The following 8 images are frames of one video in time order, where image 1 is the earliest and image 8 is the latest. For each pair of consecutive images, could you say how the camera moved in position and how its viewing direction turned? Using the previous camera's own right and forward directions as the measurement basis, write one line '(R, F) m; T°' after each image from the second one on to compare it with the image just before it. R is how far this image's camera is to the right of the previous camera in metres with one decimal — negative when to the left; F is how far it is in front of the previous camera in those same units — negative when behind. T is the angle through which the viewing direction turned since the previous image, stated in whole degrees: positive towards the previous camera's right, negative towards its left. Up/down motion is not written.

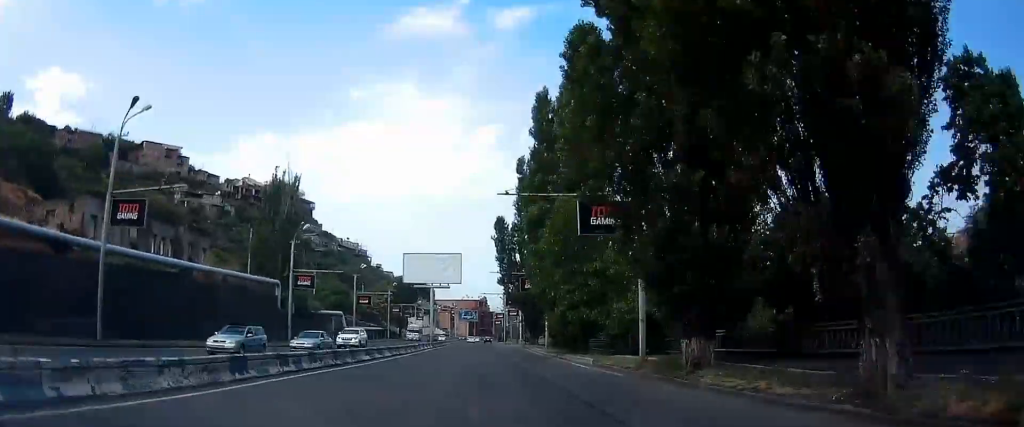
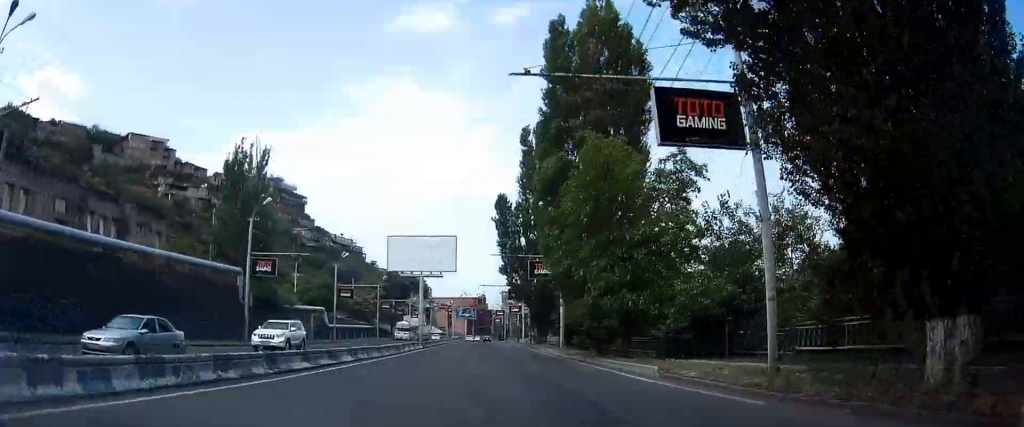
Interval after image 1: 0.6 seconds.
(+0.3, +10.3) m; 0°
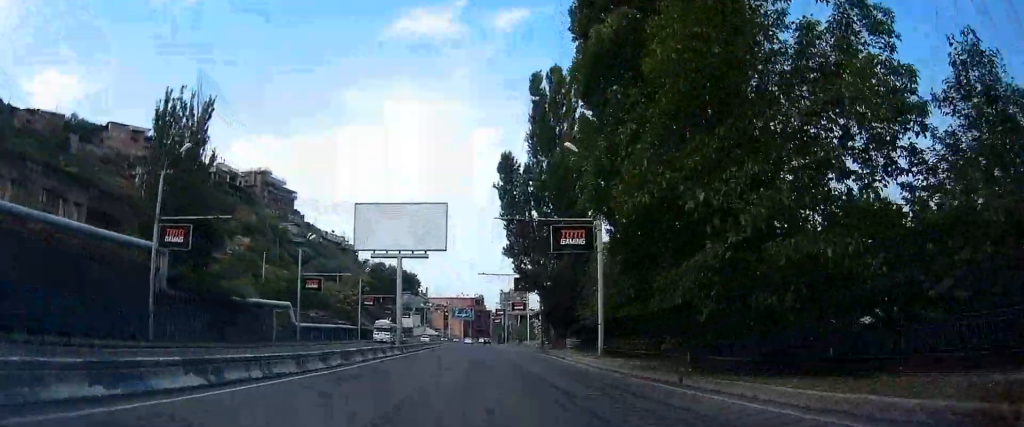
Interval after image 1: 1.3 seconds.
(-0.4, +12.9) m; +1°
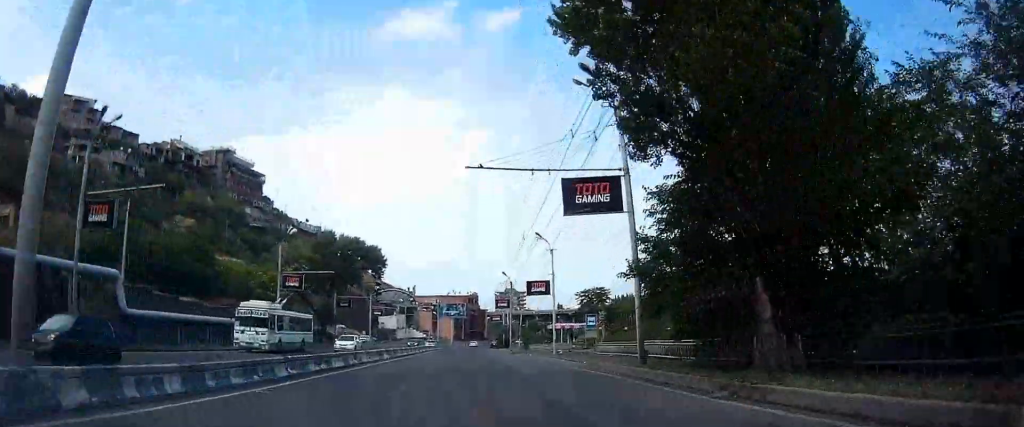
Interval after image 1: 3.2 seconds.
(+0.5, +31.7) m; 0°
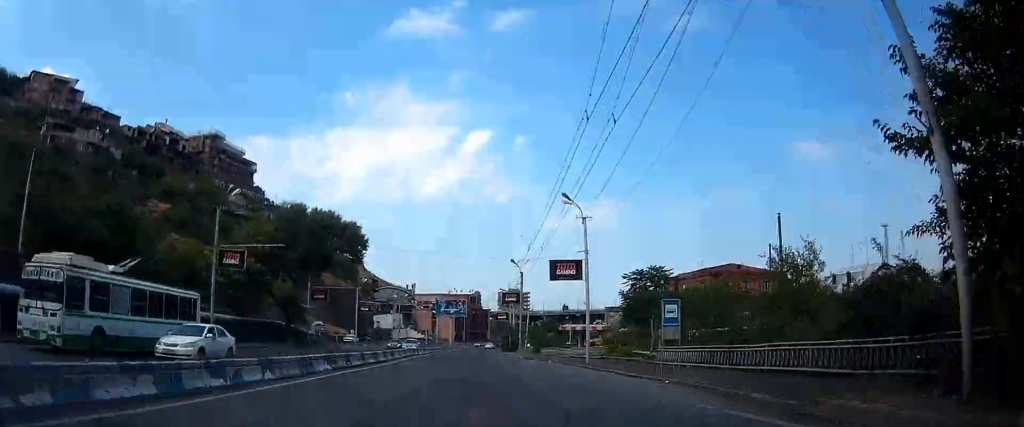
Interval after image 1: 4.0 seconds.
(-0.2, +14.0) m; 0°
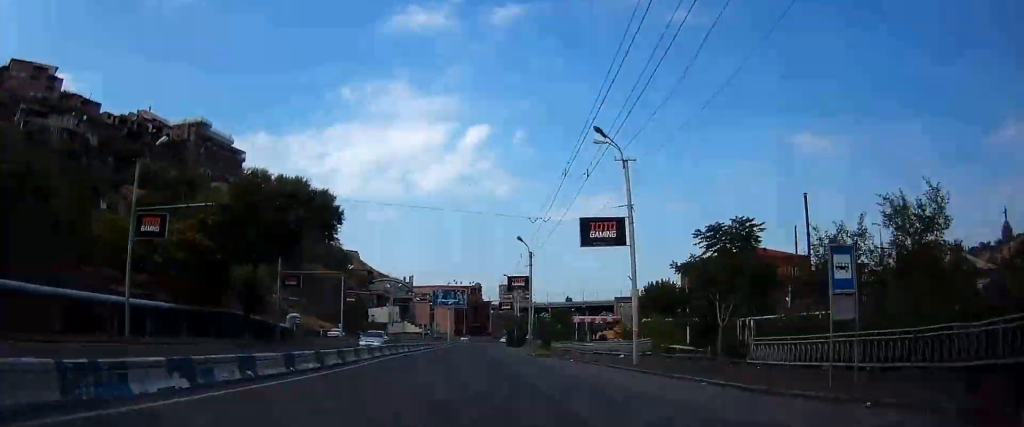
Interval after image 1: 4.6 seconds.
(-0.1, +10.5) m; +1°
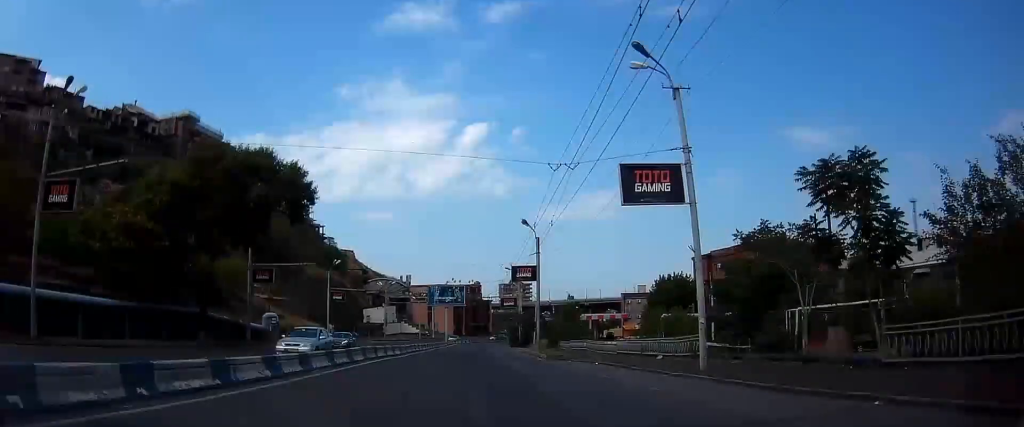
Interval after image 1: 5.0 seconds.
(+0.3, +7.7) m; +1°
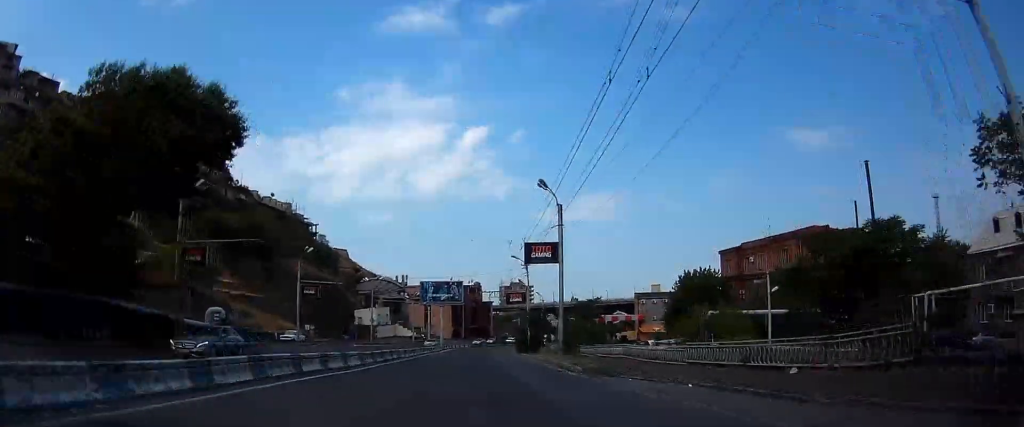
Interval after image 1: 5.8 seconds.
(+0.2, +13.0) m; +1°
